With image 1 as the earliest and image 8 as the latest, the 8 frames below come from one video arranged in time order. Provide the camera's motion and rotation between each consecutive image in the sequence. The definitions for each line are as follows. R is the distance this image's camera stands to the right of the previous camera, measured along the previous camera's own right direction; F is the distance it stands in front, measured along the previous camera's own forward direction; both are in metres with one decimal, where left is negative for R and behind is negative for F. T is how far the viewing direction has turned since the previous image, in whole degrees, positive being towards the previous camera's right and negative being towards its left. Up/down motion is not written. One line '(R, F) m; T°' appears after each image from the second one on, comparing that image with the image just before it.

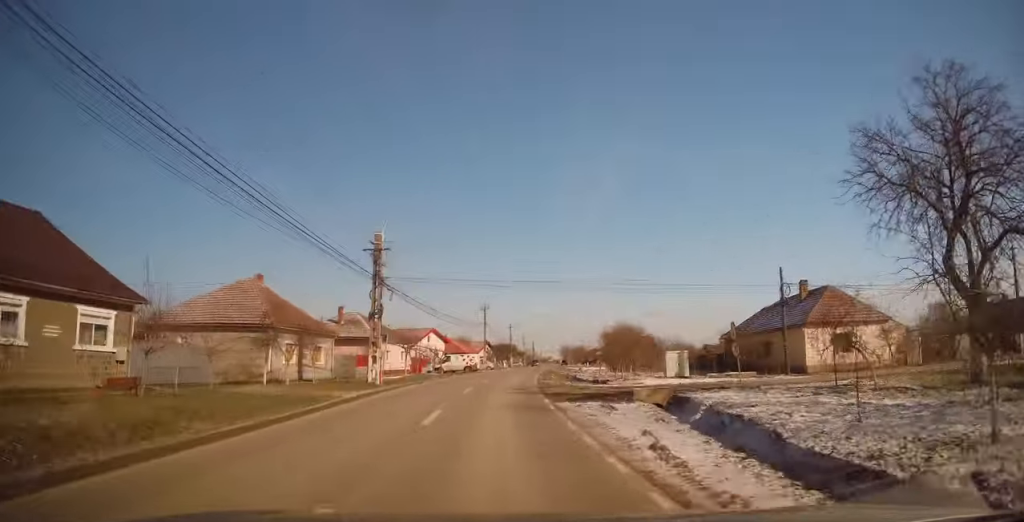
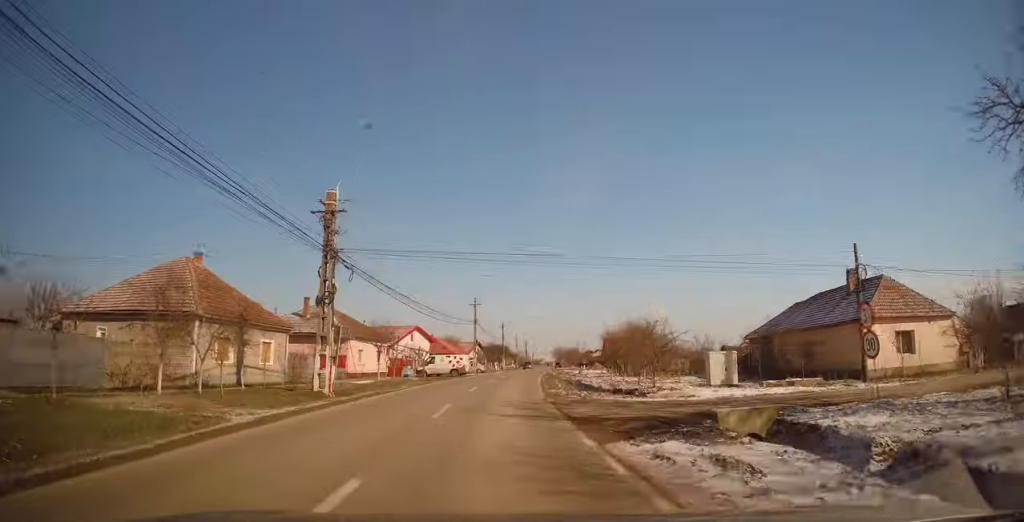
(0.0, +7.7) m; +1°
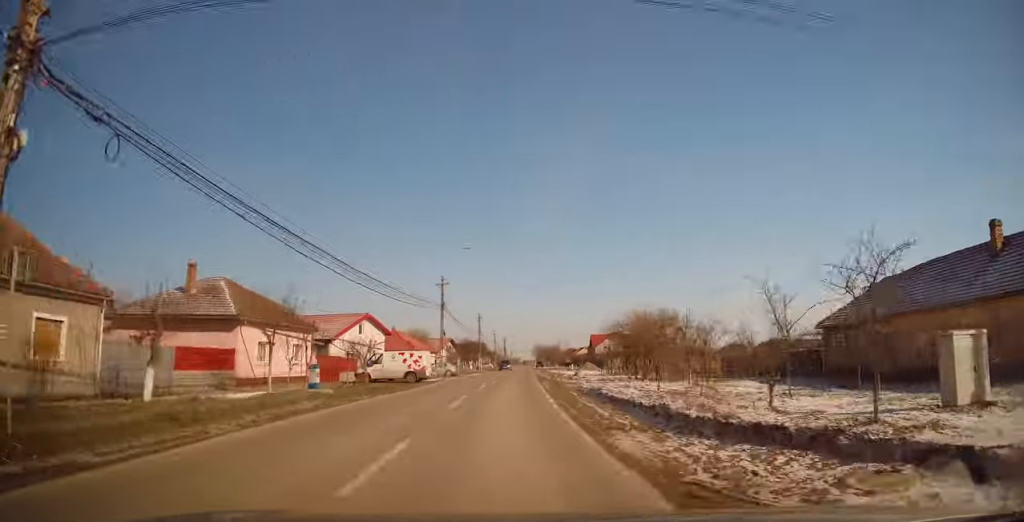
(+0.3, +15.3) m; +2°
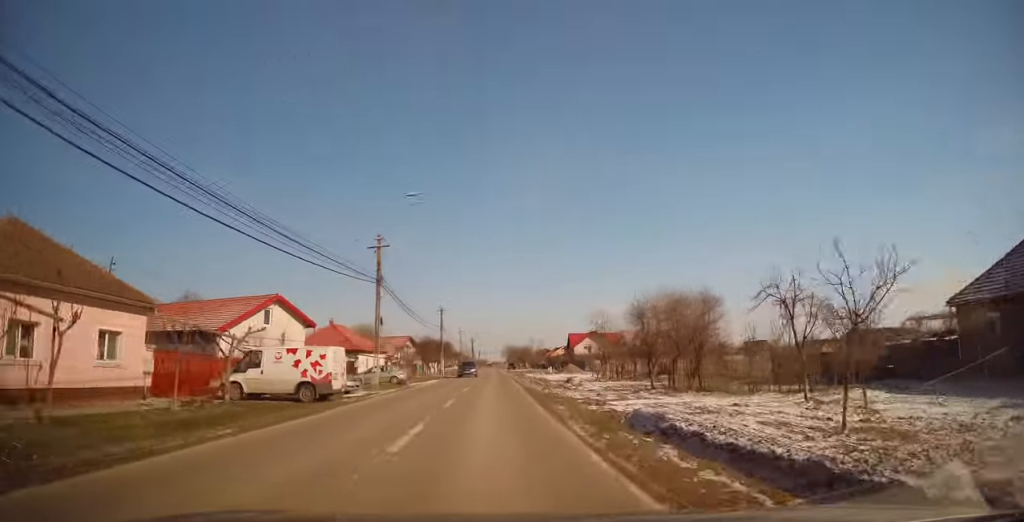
(+0.4, +14.8) m; +2°
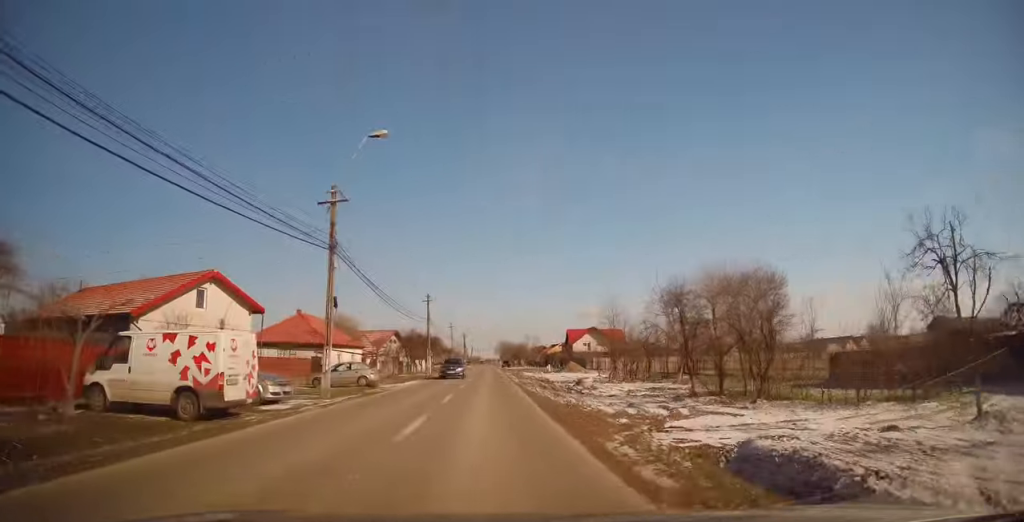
(-0.1, +7.7) m; +1°
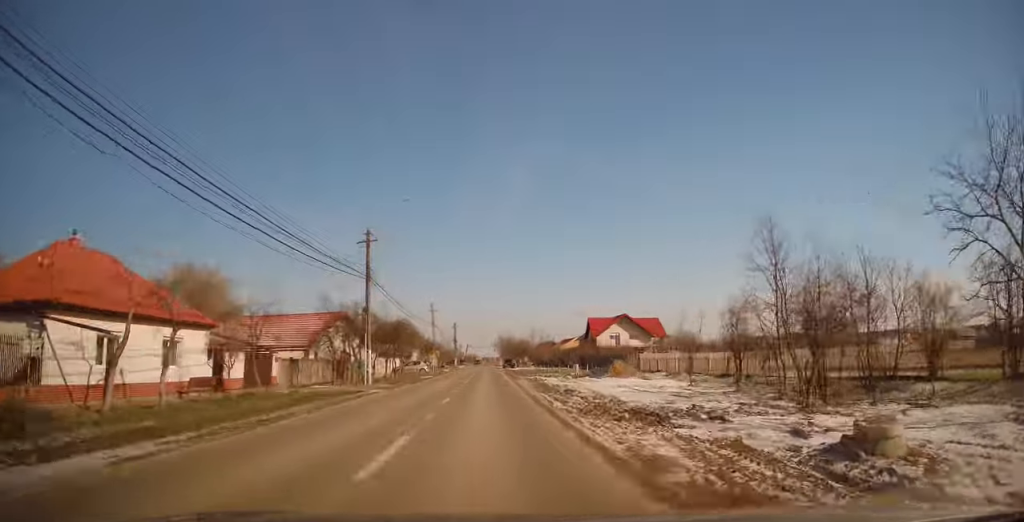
(+1.0, +27.7) m; +2°
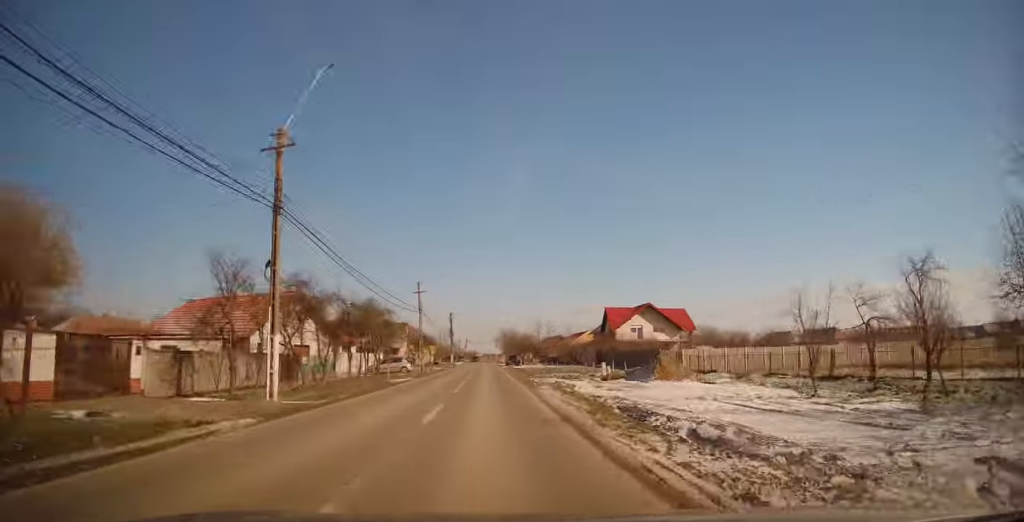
(0.0, +12.8) m; -1°
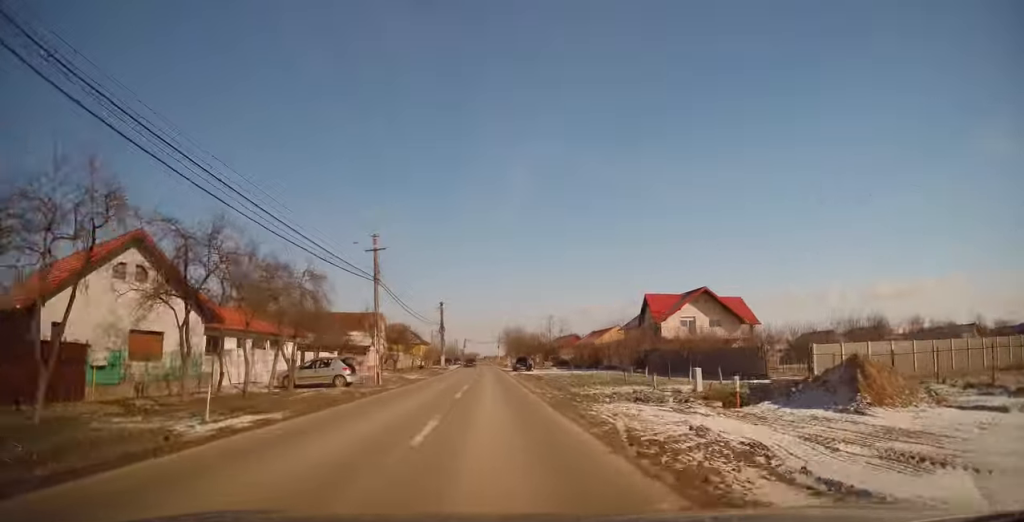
(-0.3, +19.4) m; 0°
